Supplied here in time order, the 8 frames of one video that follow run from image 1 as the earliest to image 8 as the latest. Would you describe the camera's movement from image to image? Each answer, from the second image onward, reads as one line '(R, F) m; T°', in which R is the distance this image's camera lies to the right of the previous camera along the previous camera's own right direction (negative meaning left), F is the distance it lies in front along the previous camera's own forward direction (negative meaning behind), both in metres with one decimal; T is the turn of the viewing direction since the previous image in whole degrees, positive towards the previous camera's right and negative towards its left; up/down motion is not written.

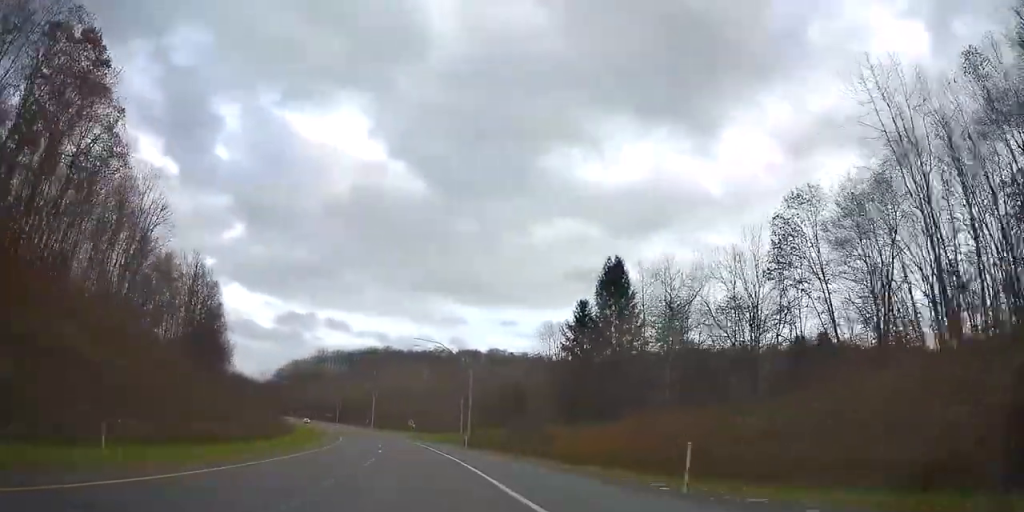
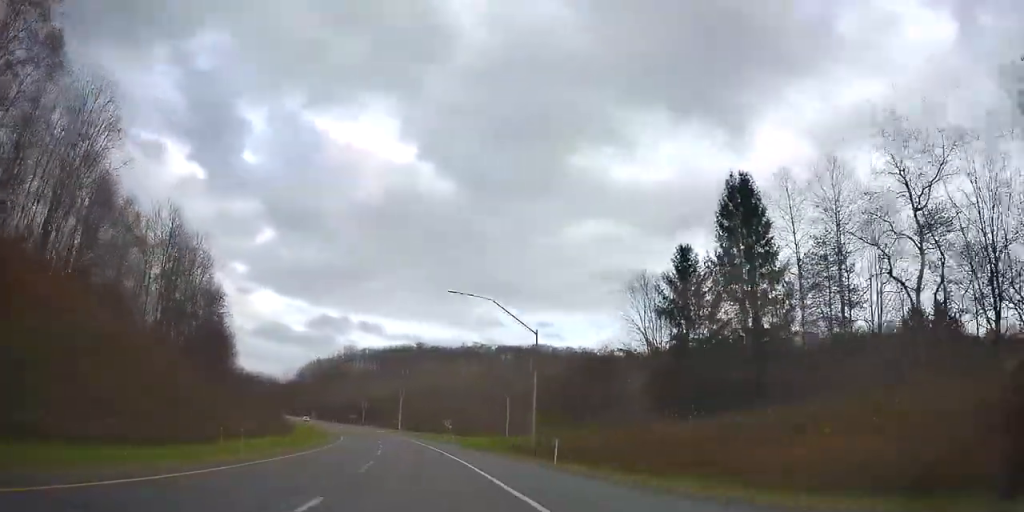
(-0.6, +29.0) m; -3°
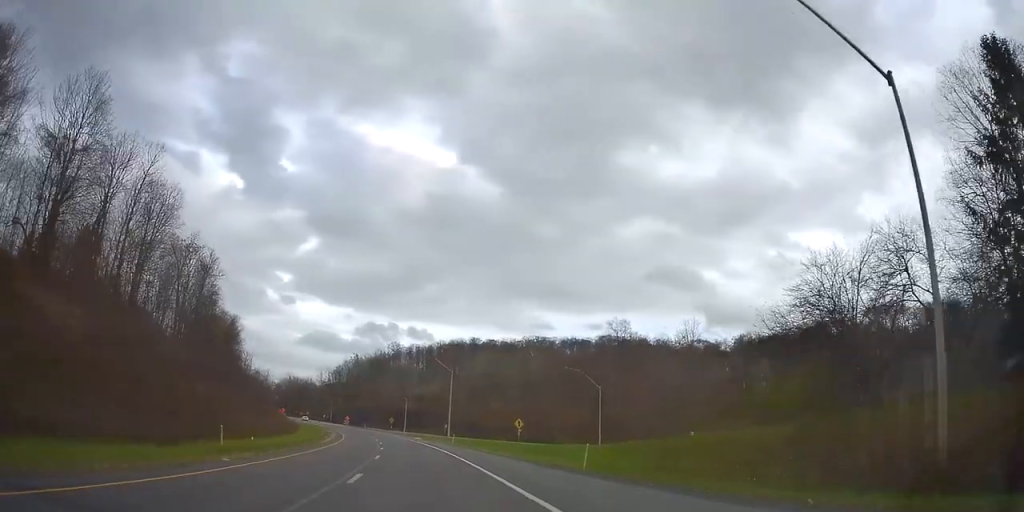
(-2.8, +43.5) m; -7°
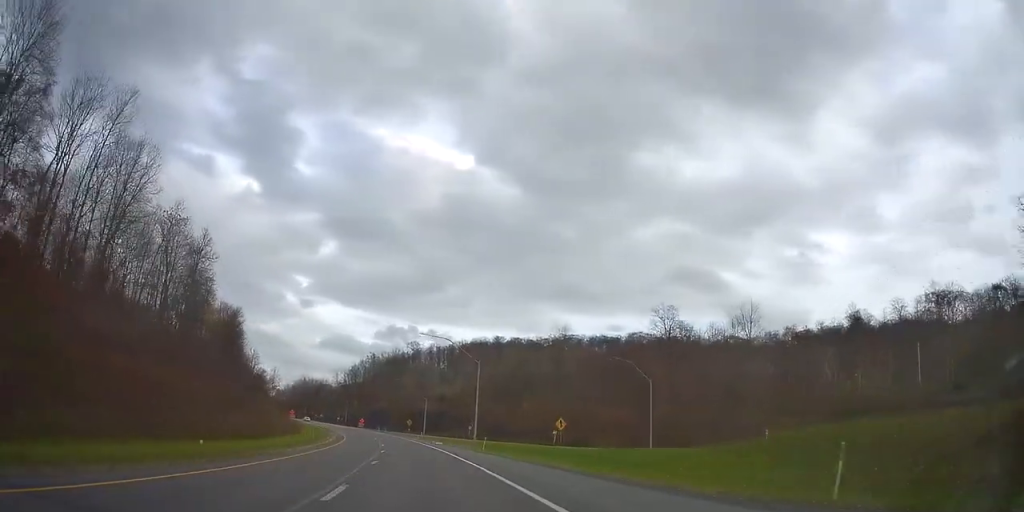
(-0.2, +16.3) m; -1°
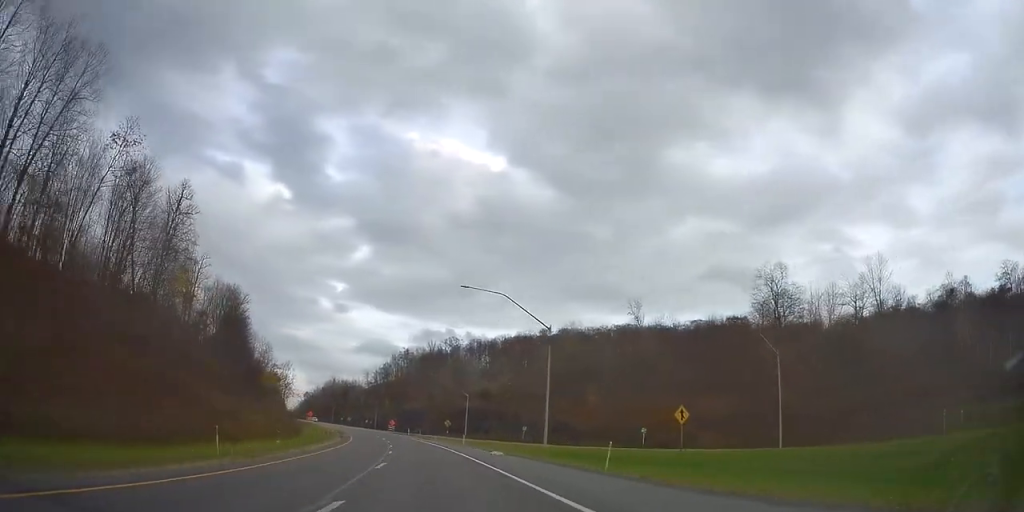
(-0.4, +27.8) m; -2°
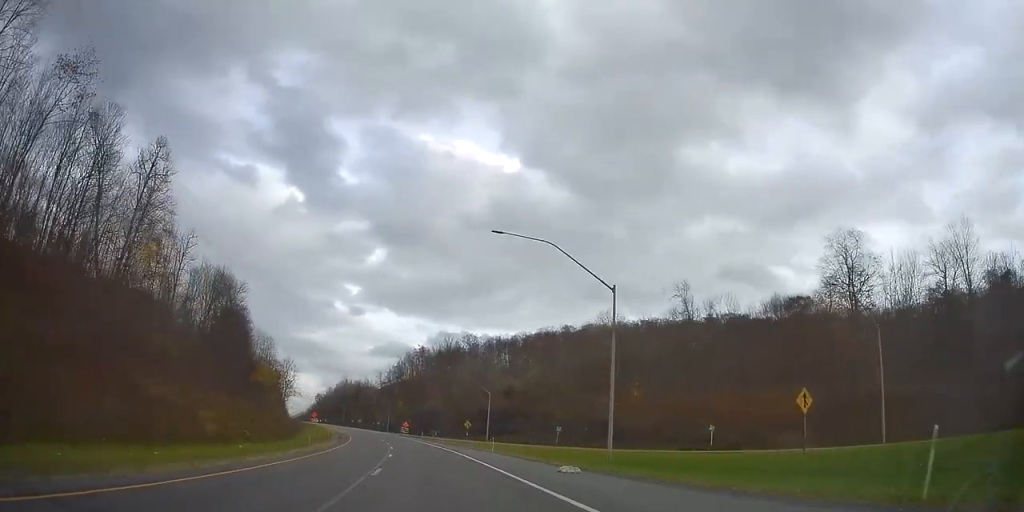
(-0.2, +15.7) m; -2°
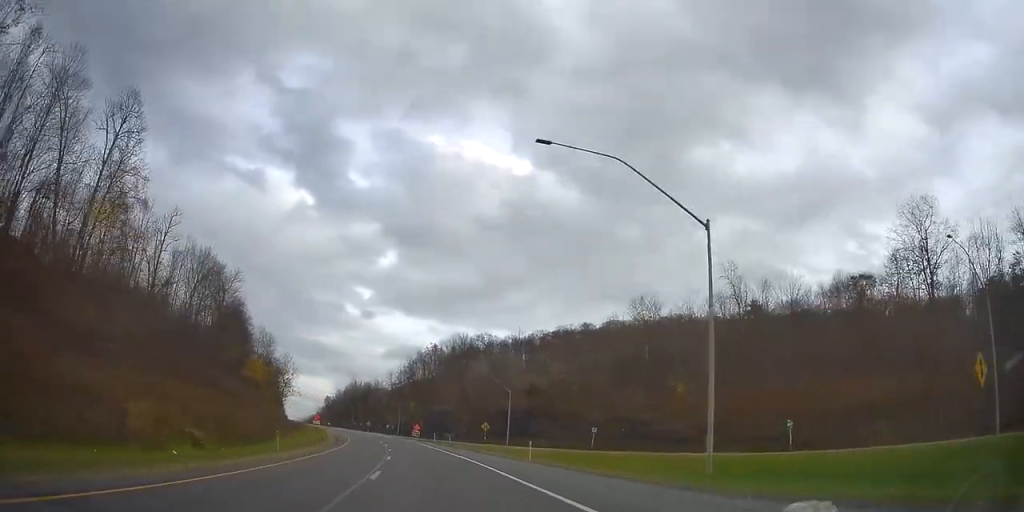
(-0.2, +13.1) m; -1°
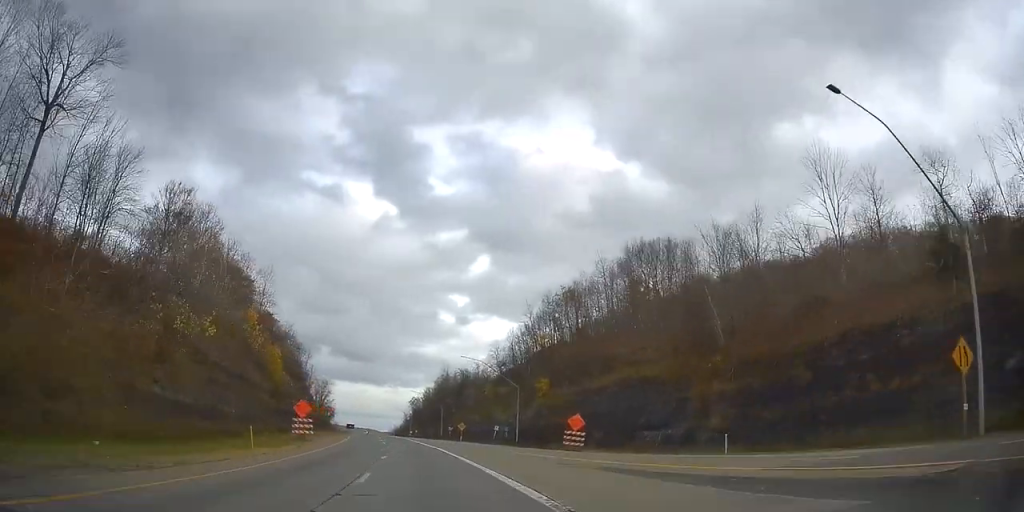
(-7.1, +88.1) m; -10°
